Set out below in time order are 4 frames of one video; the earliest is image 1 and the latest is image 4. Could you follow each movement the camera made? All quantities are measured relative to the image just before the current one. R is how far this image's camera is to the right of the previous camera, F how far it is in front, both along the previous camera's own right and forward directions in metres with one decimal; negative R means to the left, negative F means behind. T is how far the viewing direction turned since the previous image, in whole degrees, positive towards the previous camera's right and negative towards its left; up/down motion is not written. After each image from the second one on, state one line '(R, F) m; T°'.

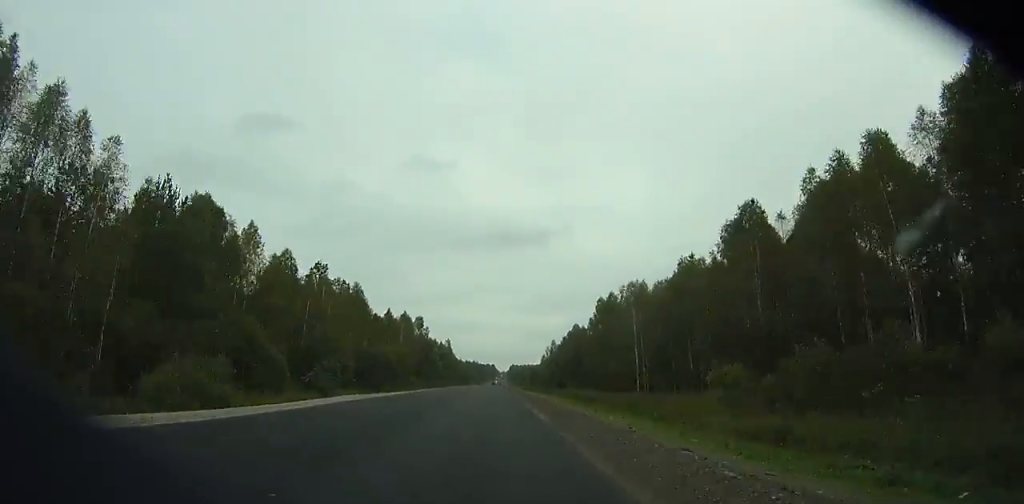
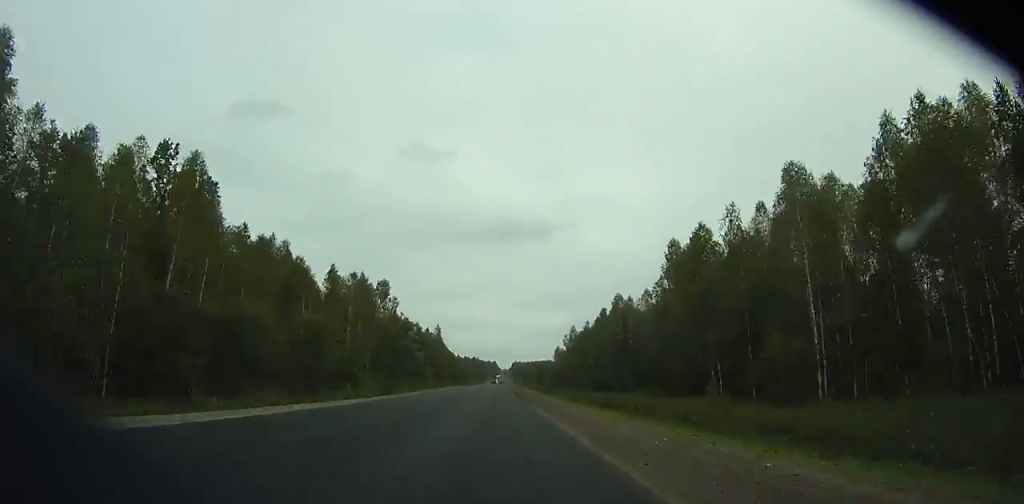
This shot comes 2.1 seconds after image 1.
(-0.1, +54.0) m; 0°
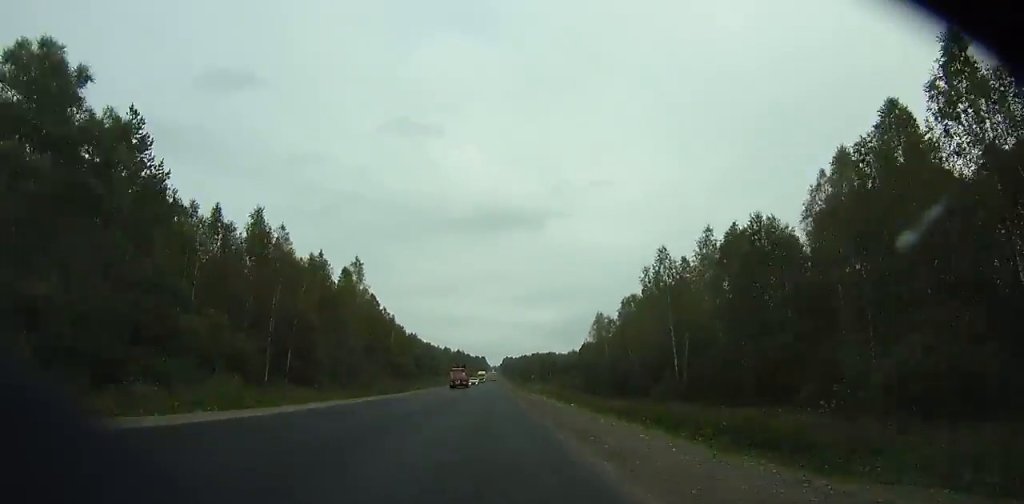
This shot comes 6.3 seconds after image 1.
(+0.8, +106.3) m; +1°
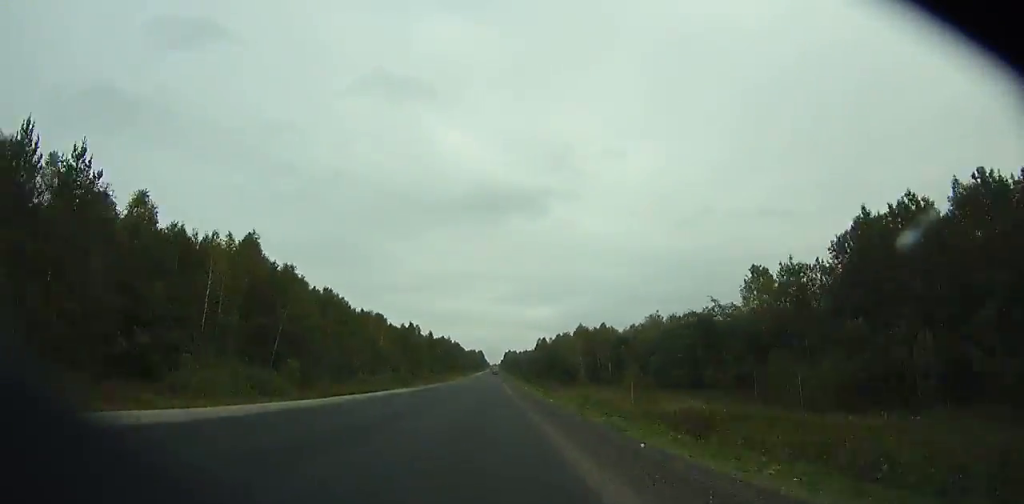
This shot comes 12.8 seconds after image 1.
(-0.6, +162.5) m; 0°
